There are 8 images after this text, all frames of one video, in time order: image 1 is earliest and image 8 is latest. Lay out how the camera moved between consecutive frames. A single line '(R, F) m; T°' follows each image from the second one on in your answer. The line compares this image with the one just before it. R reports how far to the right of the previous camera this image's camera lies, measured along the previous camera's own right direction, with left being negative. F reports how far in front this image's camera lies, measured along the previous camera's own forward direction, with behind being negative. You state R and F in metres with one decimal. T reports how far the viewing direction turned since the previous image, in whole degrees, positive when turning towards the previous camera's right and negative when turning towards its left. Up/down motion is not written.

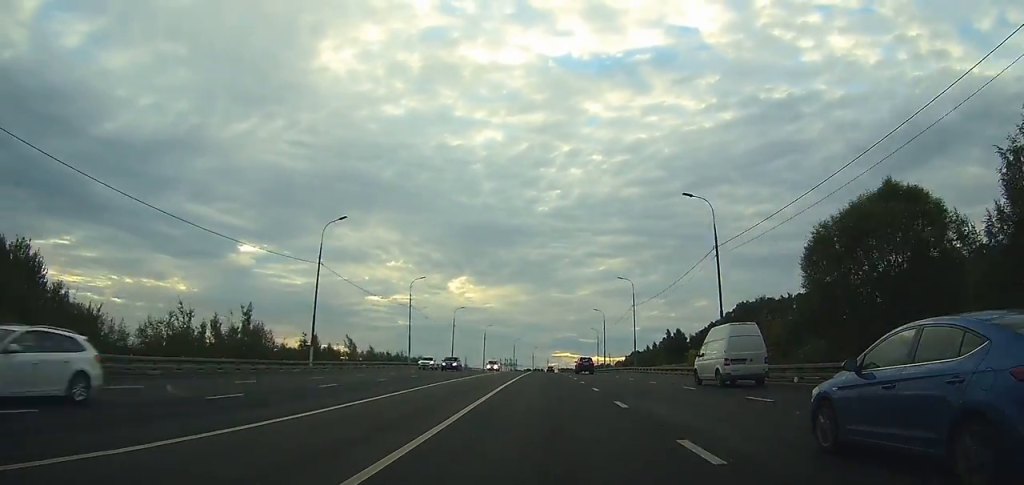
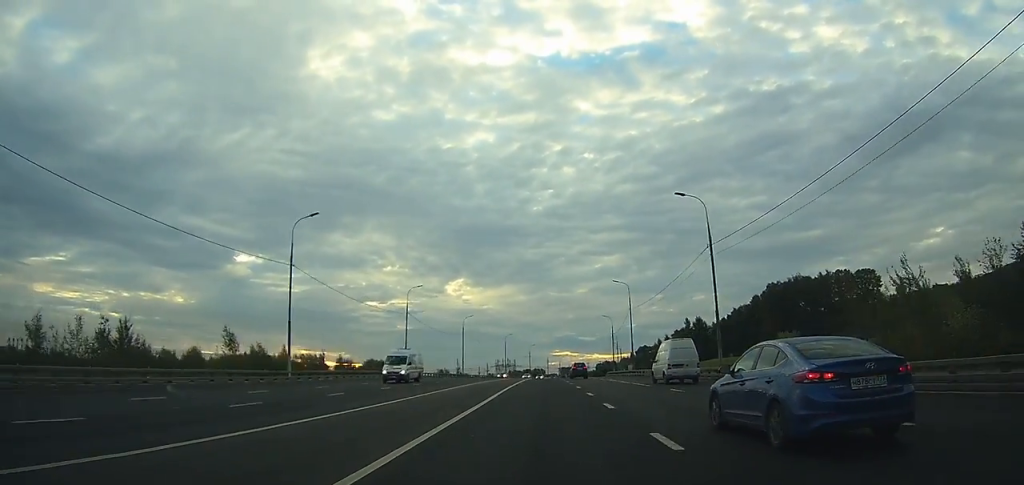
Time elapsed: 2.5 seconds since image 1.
(-0.6, +37.2) m; -1°
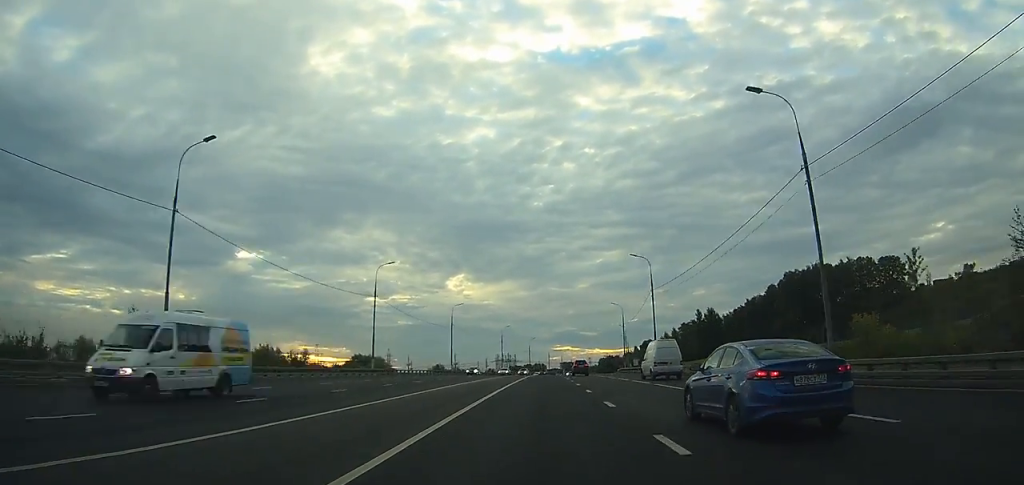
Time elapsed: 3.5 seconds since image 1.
(0.0, +16.1) m; 0°
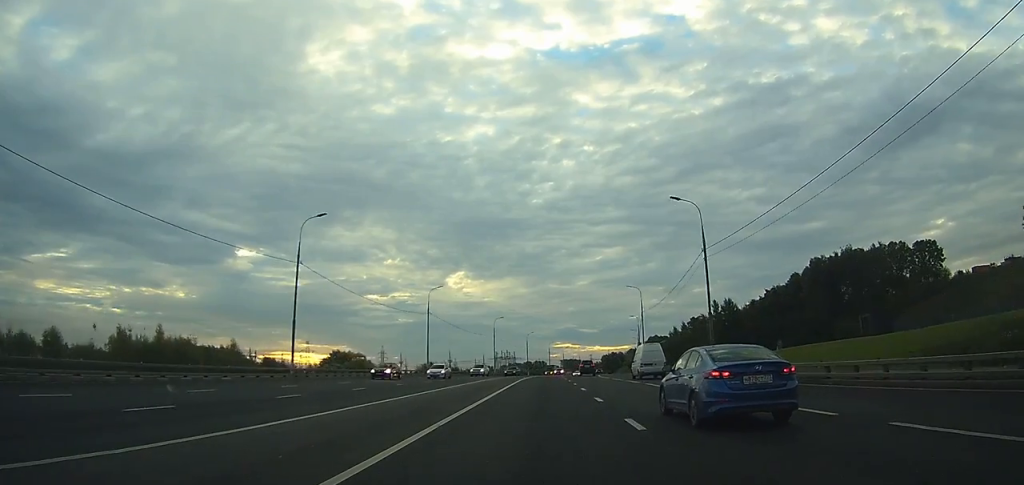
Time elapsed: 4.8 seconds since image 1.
(0.0, +21.7) m; 0°
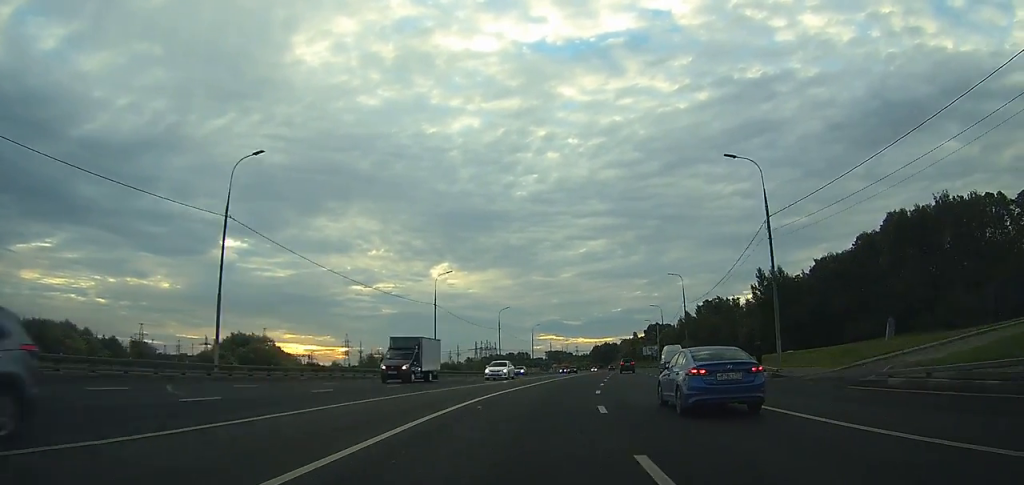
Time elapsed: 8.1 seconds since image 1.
(+0.1, +53.4) m; +2°
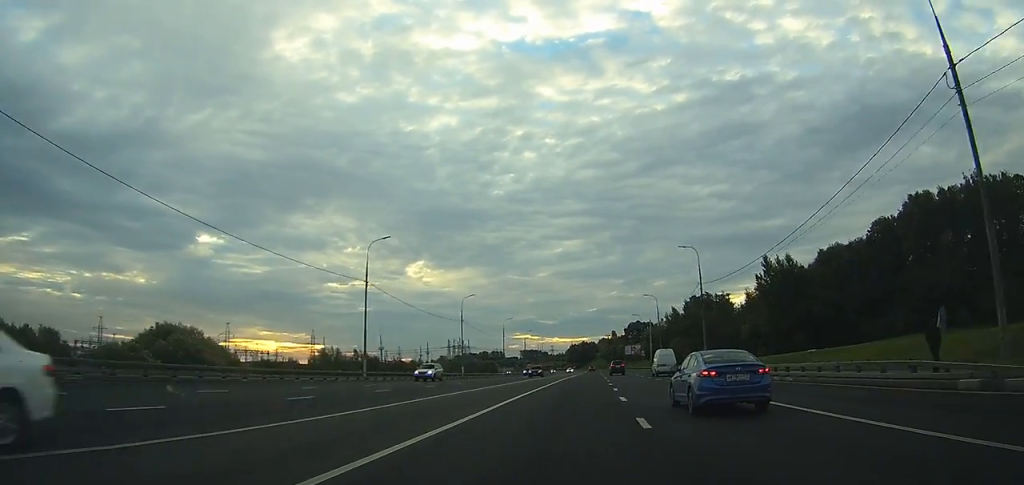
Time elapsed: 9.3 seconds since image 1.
(+0.3, +18.4) m; +2°
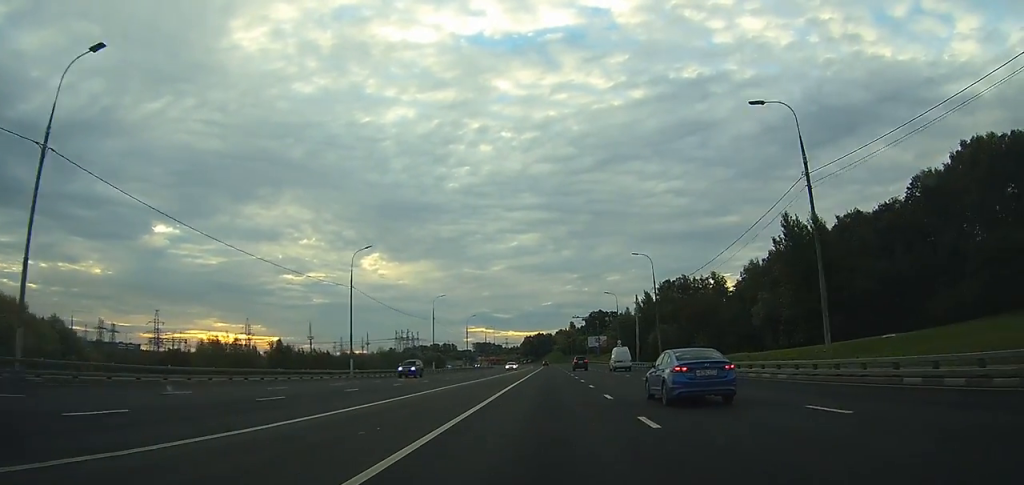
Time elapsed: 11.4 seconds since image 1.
(+1.2, +31.3) m; +3°
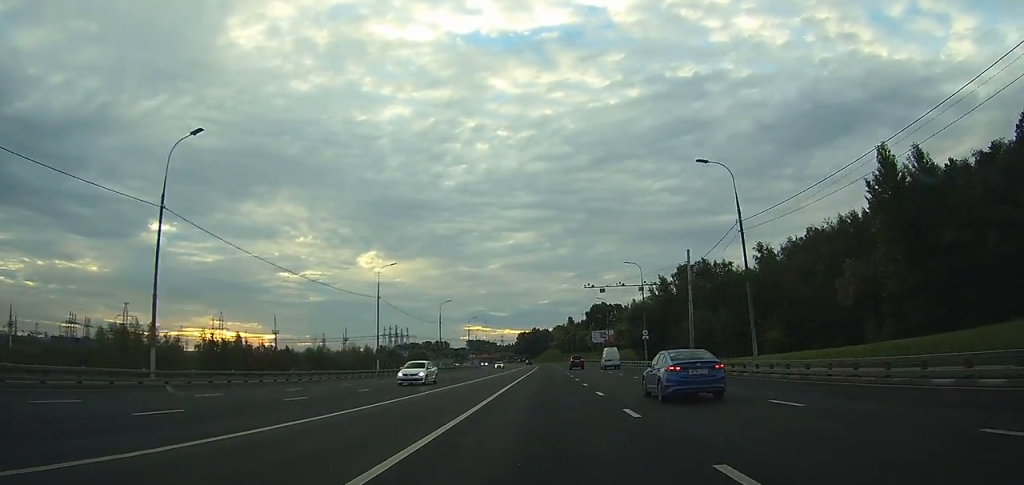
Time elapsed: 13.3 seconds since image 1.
(+0.6, +29.3) m; +1°
